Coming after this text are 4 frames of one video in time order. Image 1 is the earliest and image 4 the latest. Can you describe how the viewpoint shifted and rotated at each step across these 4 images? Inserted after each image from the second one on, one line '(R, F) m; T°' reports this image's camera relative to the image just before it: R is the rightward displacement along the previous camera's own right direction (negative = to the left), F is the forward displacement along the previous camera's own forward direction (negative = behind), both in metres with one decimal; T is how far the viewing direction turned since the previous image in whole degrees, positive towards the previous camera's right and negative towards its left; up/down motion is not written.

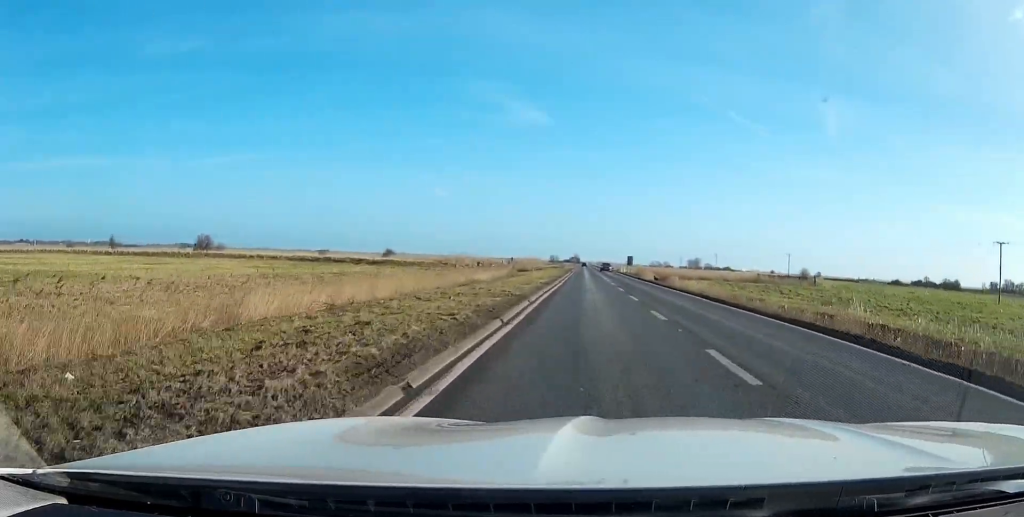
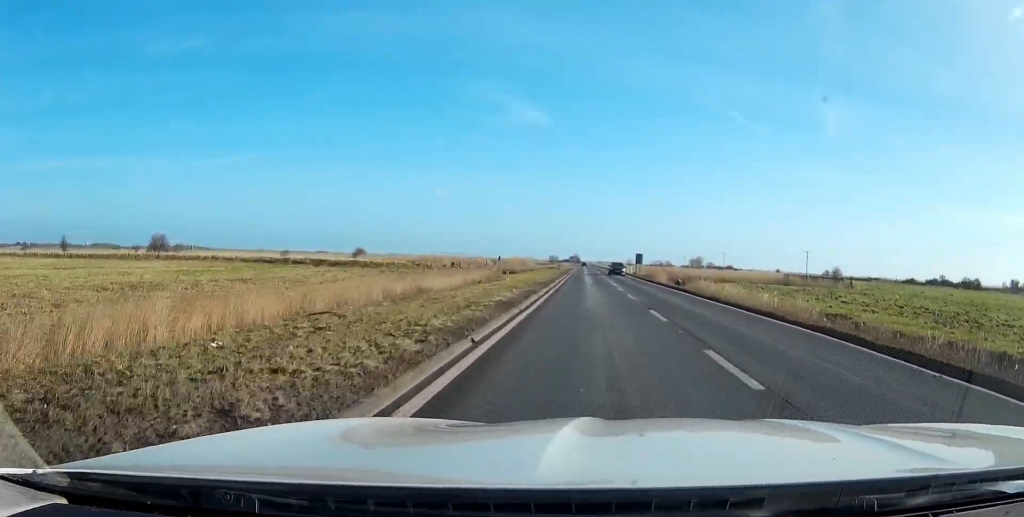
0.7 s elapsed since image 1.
(0.0, +18.4) m; 0°
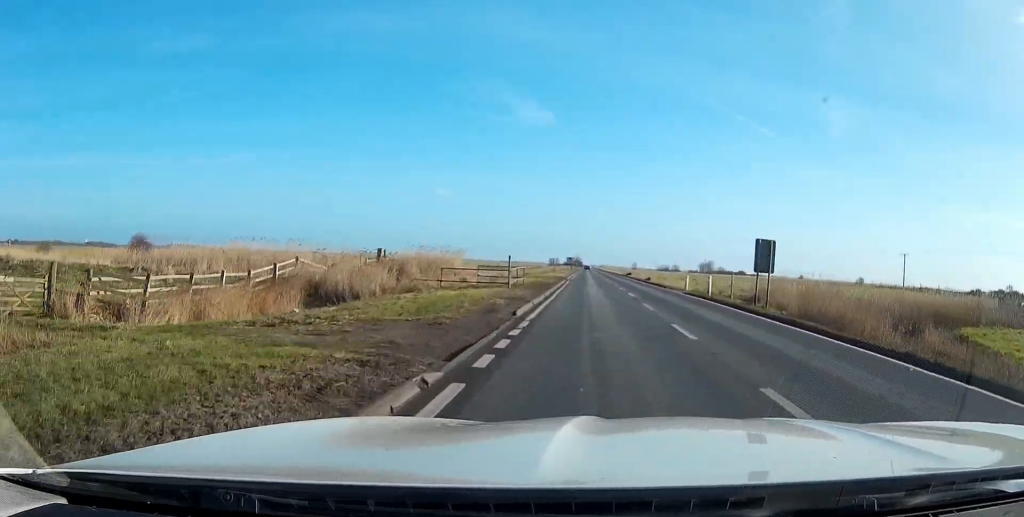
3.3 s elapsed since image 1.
(+0.3, +64.4) m; 0°
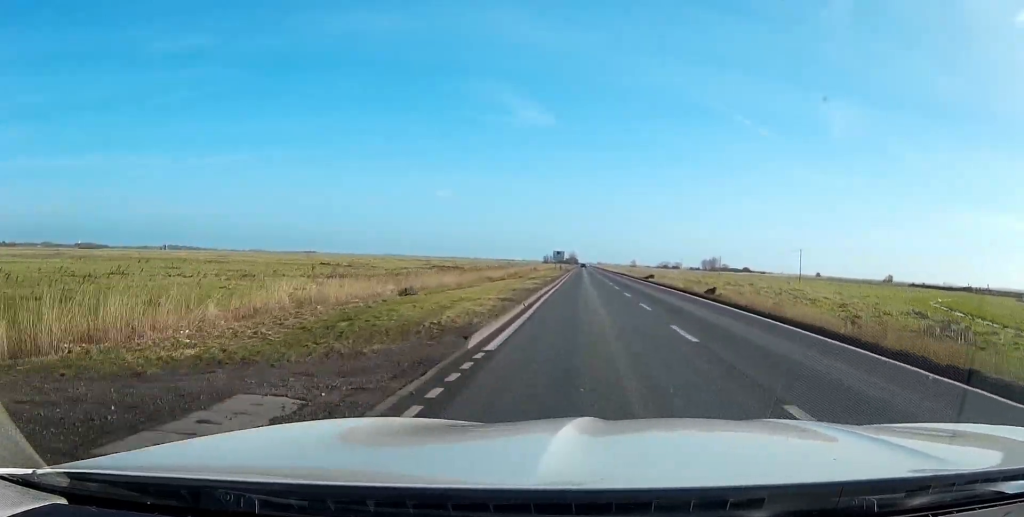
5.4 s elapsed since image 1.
(-0.2, +52.6) m; 0°
